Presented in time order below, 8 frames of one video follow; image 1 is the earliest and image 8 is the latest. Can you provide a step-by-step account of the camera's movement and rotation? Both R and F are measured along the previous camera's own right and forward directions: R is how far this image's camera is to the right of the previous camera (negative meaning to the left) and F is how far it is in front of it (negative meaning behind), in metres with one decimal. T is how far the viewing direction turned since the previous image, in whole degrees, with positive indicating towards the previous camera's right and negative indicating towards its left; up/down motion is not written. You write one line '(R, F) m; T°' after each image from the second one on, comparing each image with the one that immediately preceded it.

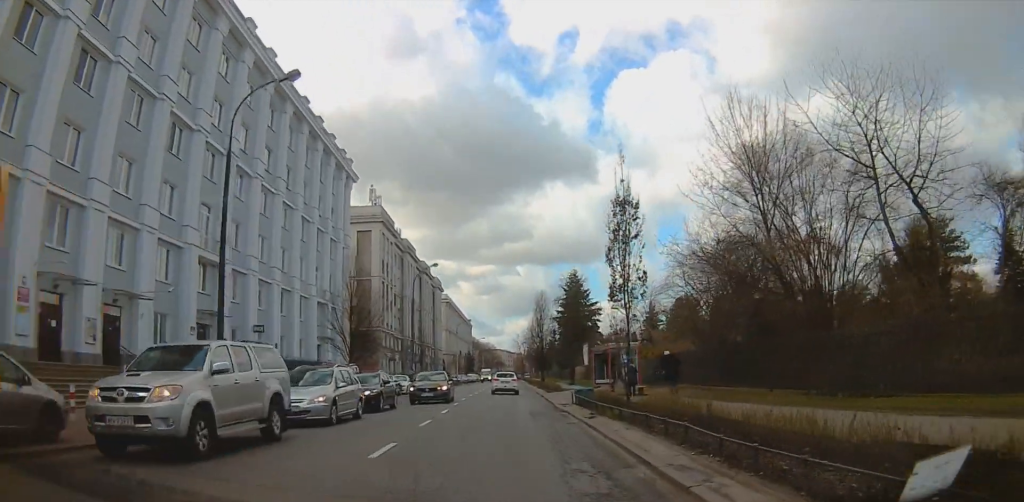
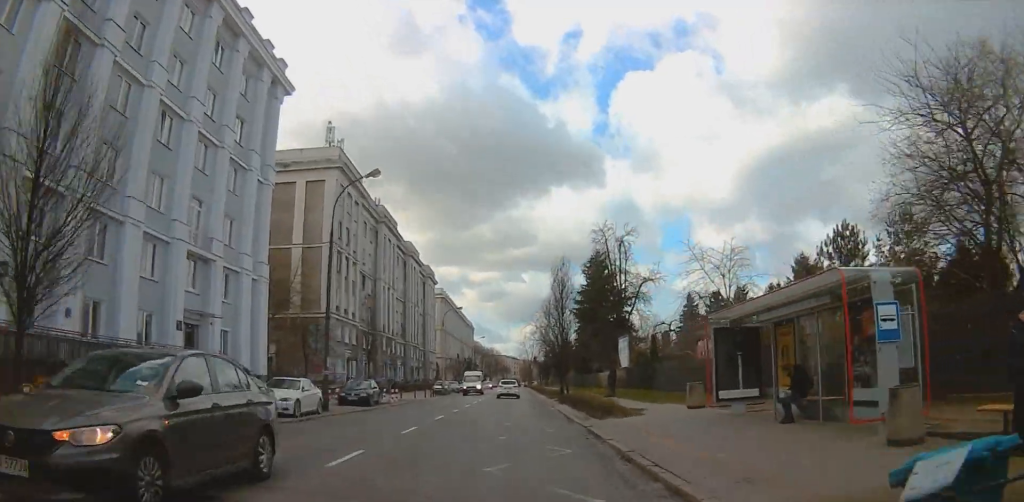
(+3.3, +23.8) m; +7°
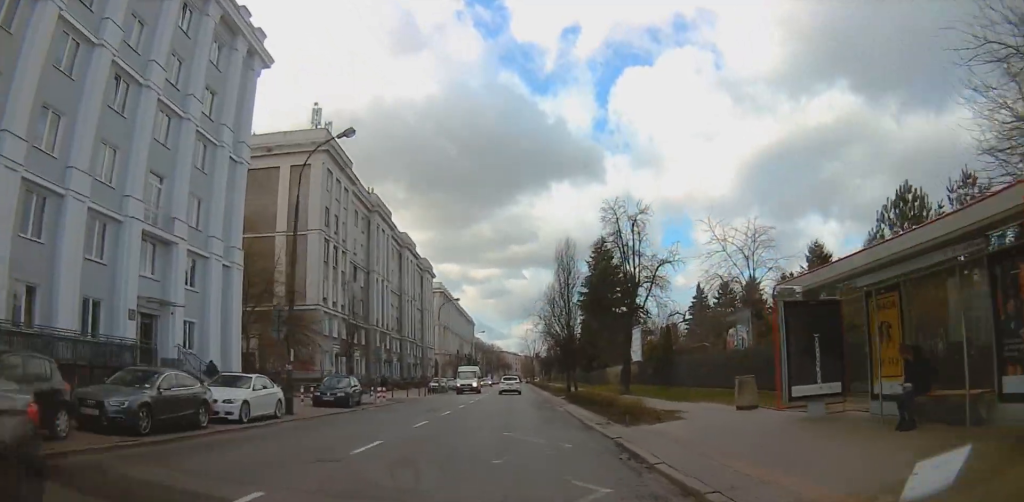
(-0.2, +4.6) m; -2°
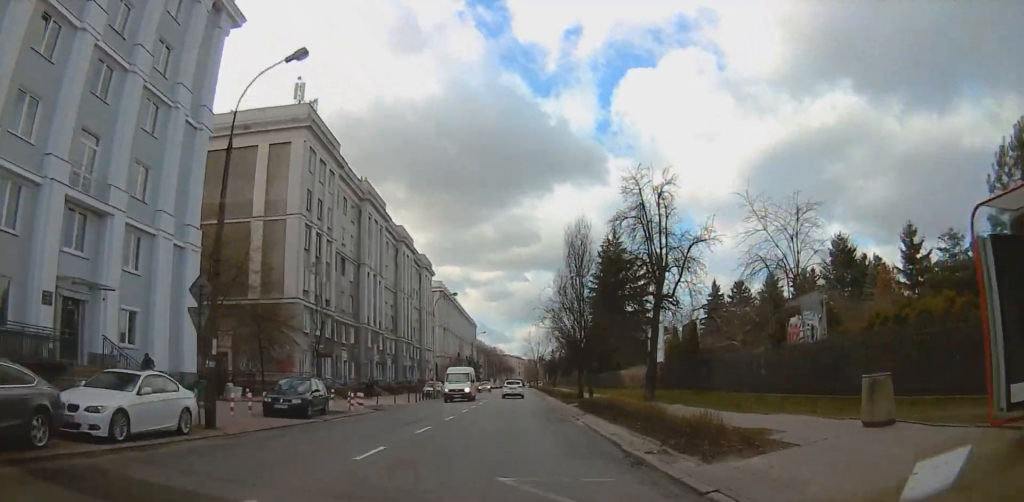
(-0.5, +6.2) m; -4°
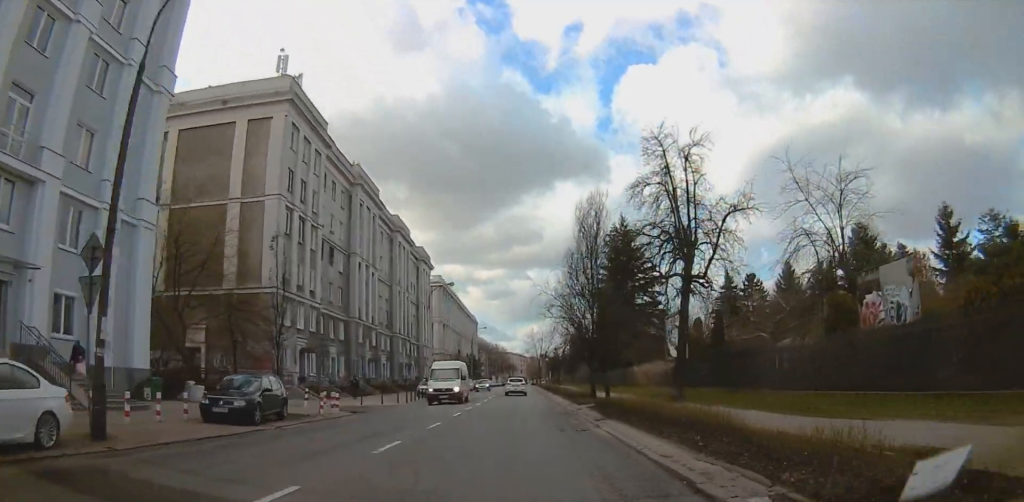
(-0.1, +5.0) m; -1°
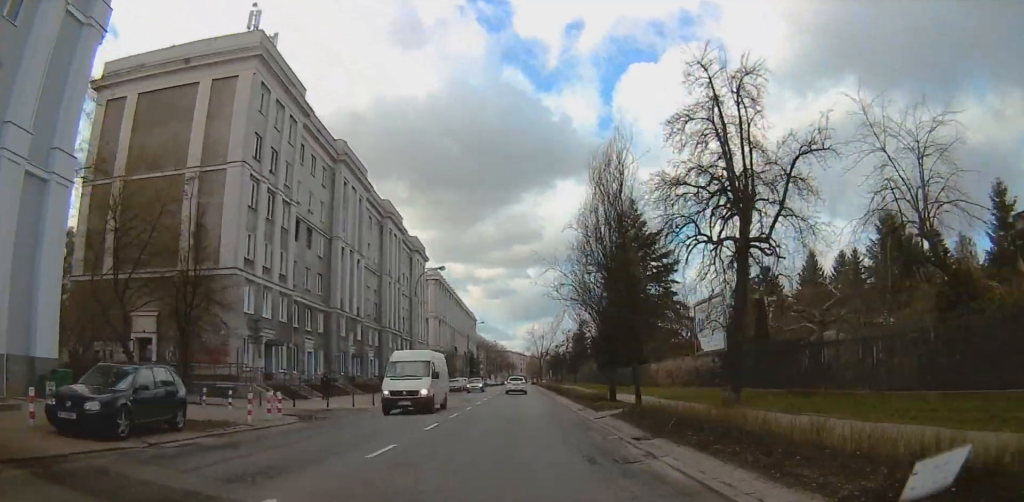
(0.0, +6.7) m; 0°
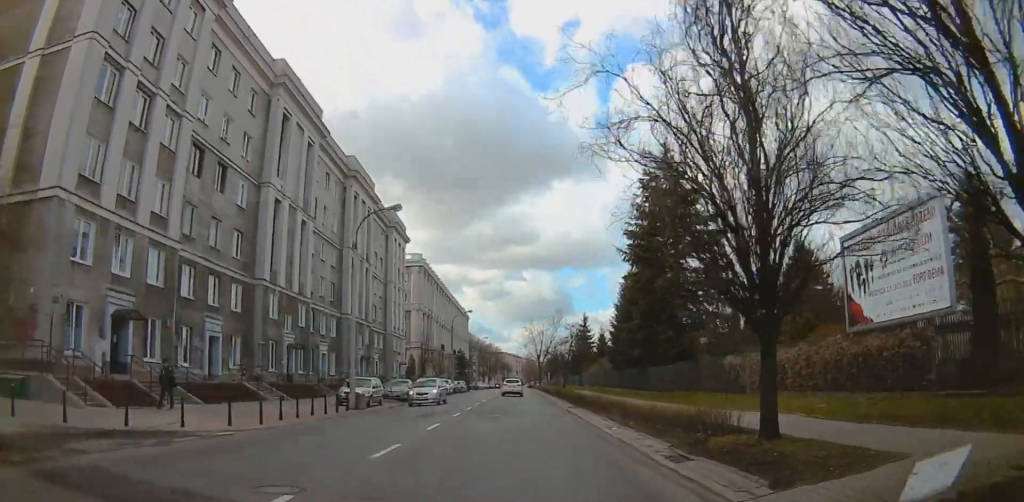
(+0.1, +16.2) m; +2°
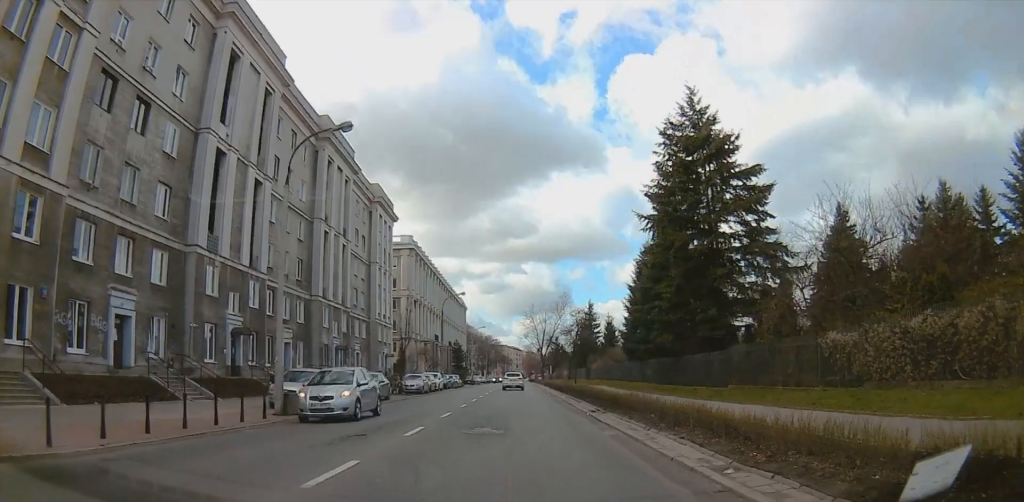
(0.0, +9.2) m; +5°
